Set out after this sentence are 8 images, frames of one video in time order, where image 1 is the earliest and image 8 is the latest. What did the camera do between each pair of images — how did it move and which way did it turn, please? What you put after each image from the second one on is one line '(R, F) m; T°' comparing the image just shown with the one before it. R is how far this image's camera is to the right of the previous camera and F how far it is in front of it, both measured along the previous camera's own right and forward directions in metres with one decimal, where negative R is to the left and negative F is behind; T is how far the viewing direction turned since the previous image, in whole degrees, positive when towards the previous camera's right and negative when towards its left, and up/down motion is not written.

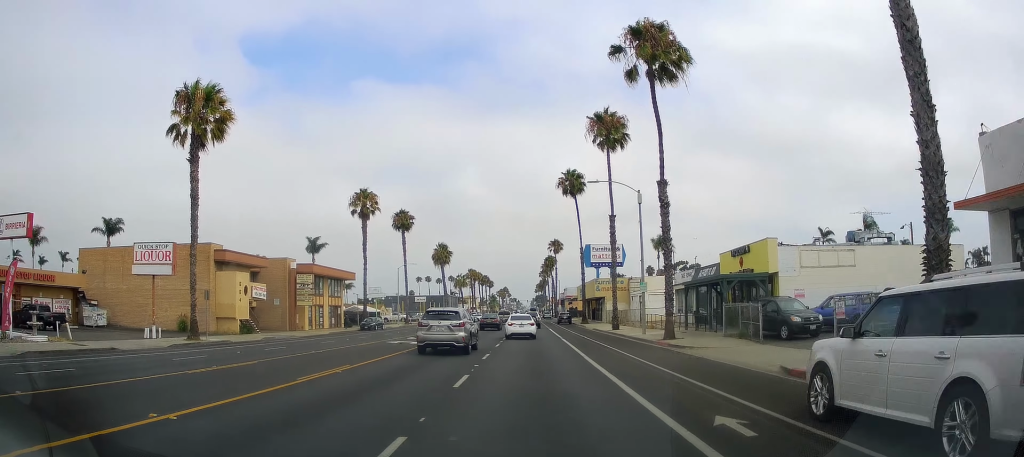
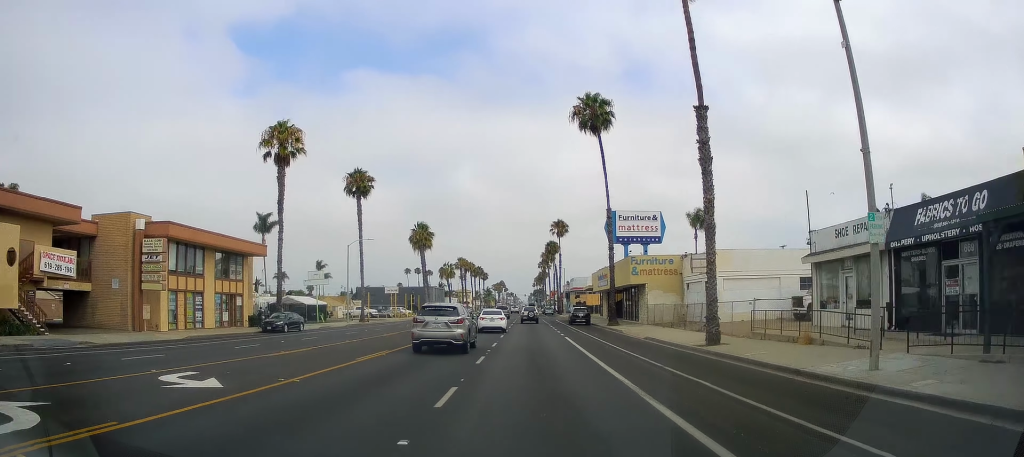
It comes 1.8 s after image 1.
(+0.3, +25.5) m; 0°
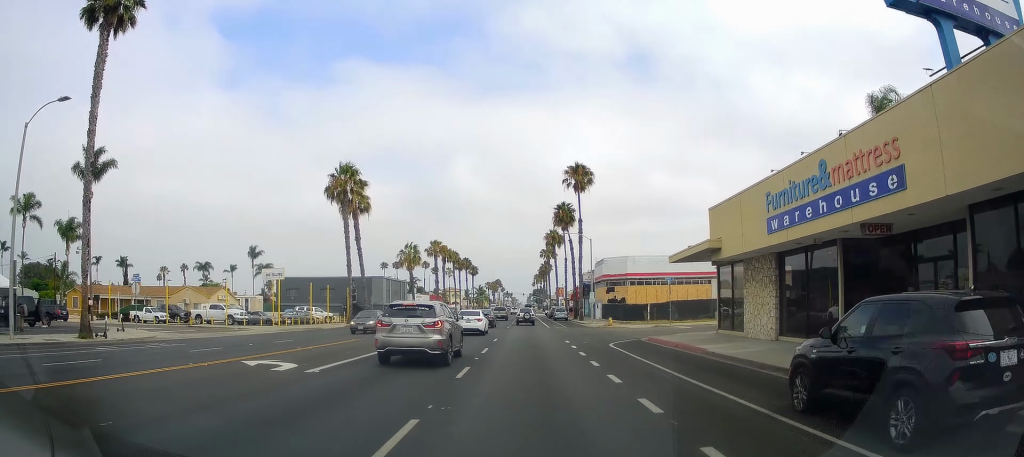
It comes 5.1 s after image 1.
(-0.5, +48.4) m; -1°
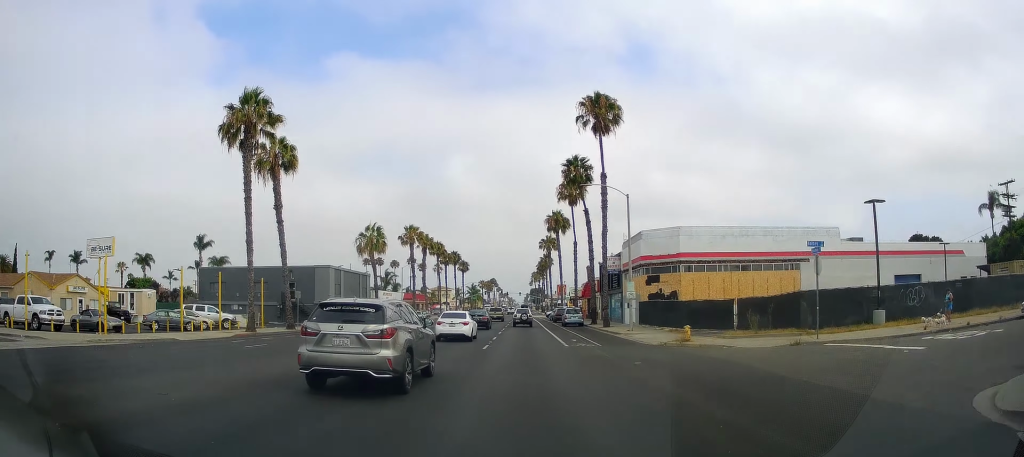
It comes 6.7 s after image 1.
(+0.2, +23.8) m; -1°
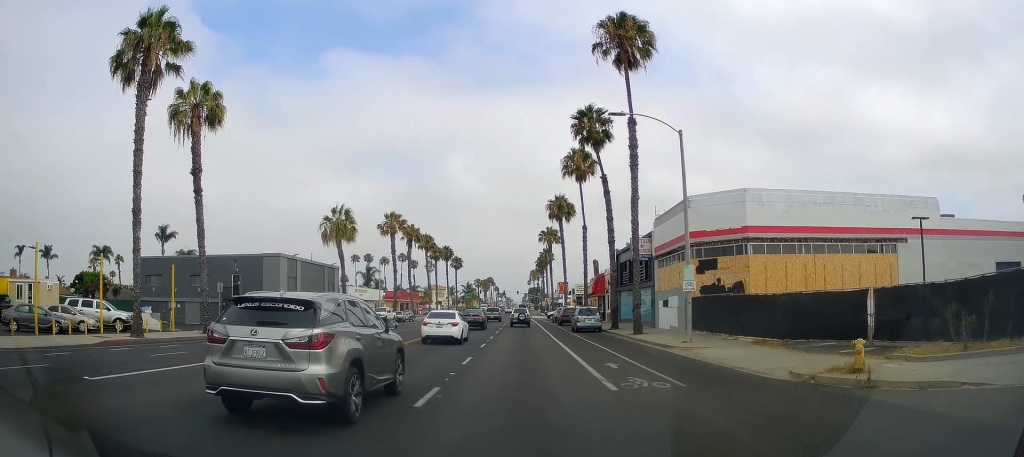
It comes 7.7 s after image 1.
(-0.3, +13.9) m; 0°
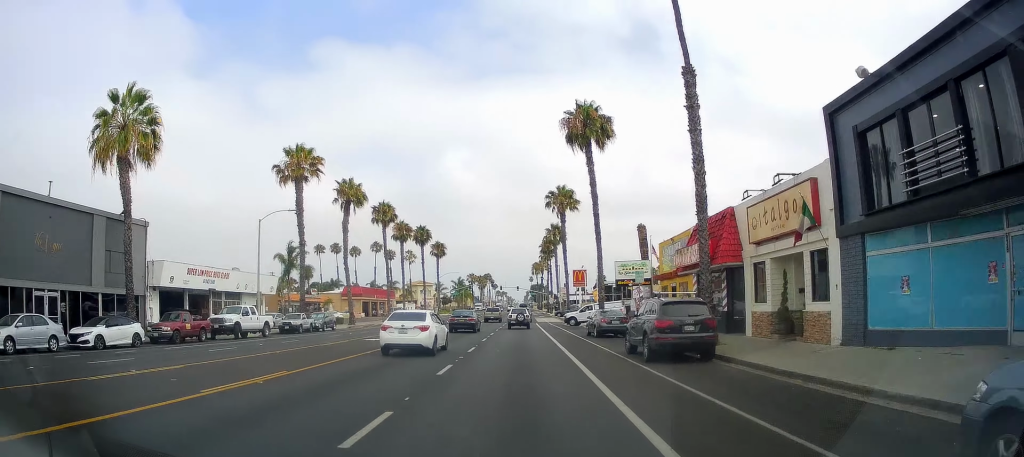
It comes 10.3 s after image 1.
(+0.5, +39.7) m; 0°
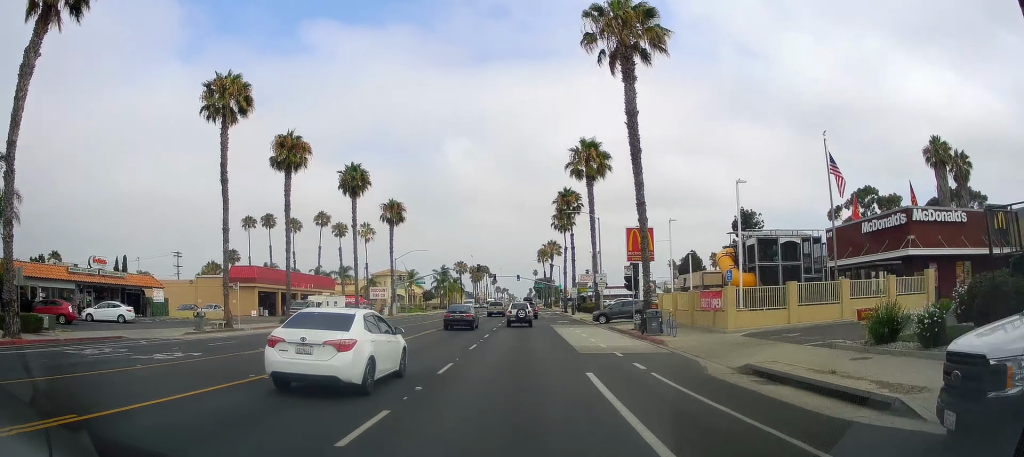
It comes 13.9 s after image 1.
(-0.1, +51.3) m; 0°
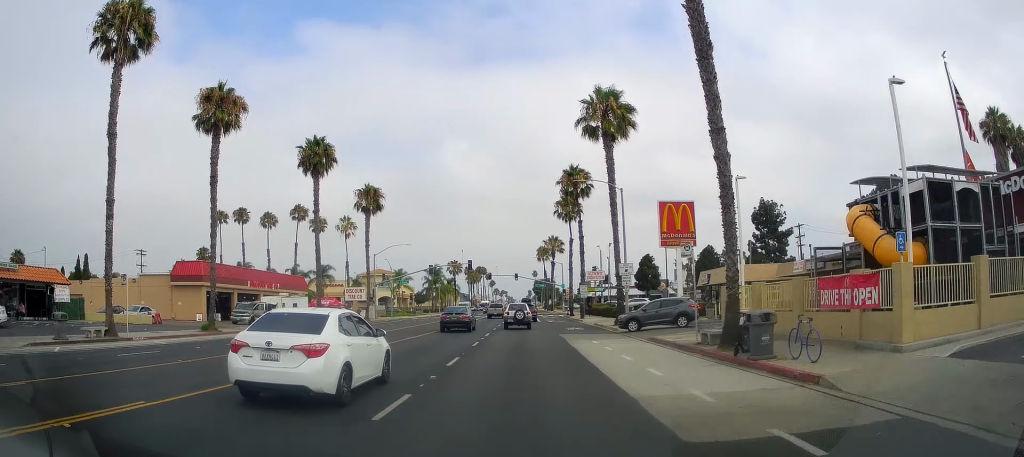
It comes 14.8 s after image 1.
(+0.5, +13.3) m; 0°
